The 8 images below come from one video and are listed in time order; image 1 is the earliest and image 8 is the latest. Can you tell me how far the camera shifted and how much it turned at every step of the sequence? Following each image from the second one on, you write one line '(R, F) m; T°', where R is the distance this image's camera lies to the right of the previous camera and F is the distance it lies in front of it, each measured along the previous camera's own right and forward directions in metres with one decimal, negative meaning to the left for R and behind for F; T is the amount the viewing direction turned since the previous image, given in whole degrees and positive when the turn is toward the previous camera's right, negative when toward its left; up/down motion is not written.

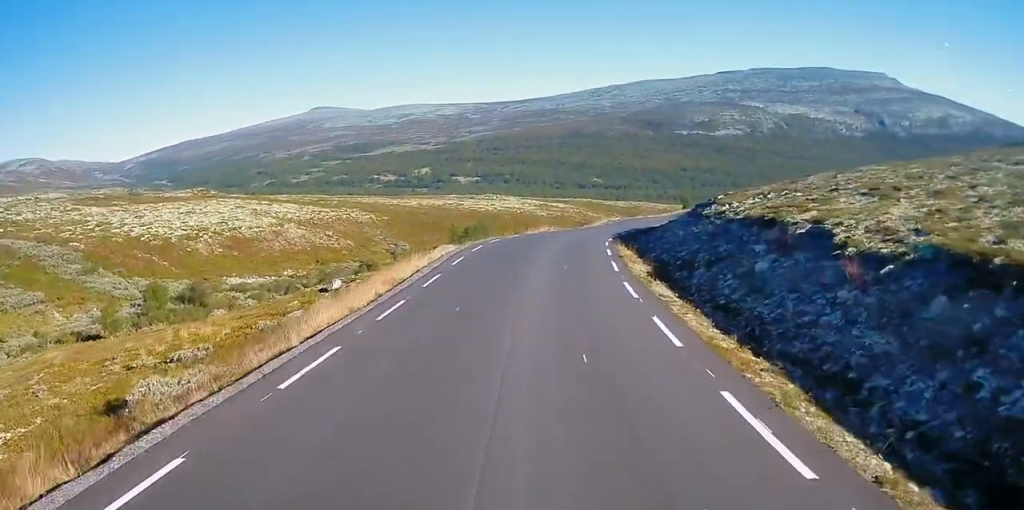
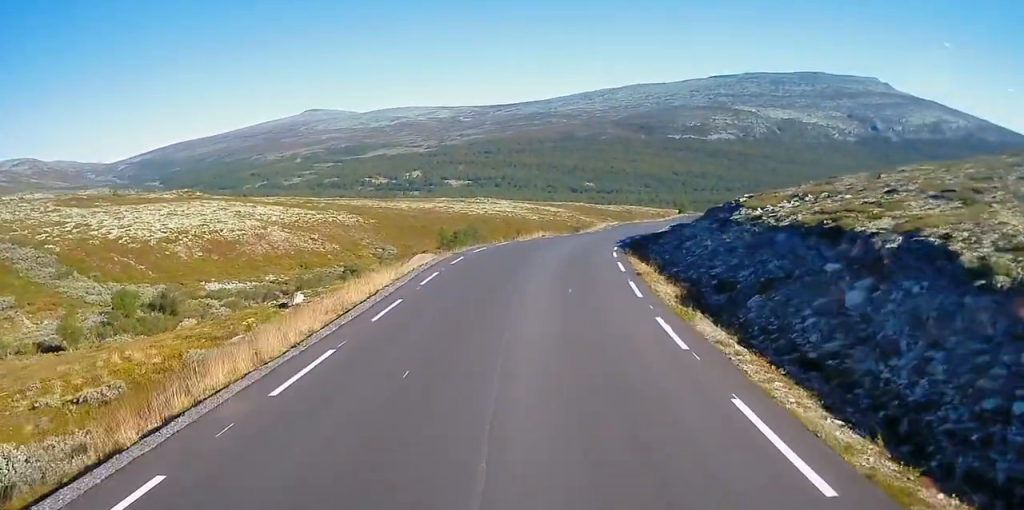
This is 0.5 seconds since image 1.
(+0.1, +6.4) m; 0°
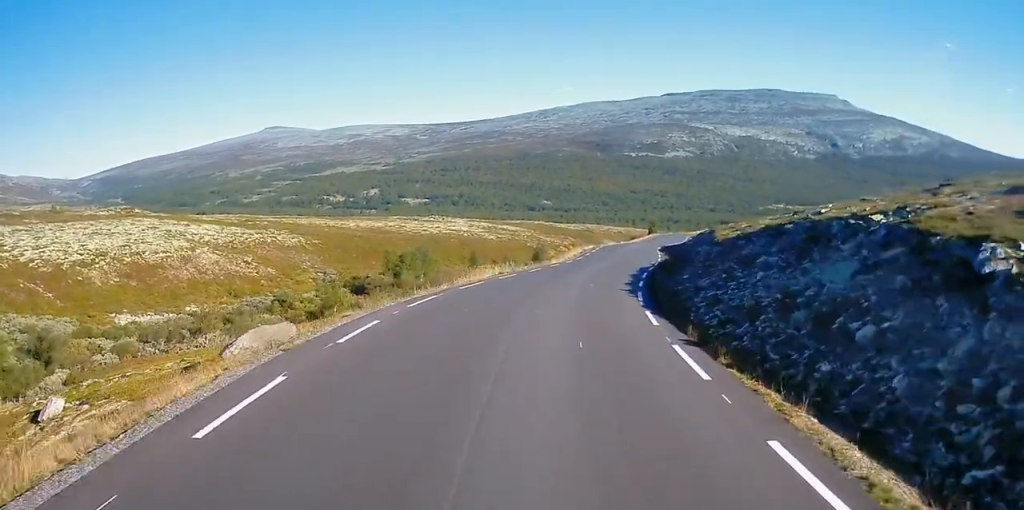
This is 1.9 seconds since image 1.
(+0.2, +19.3) m; +3°
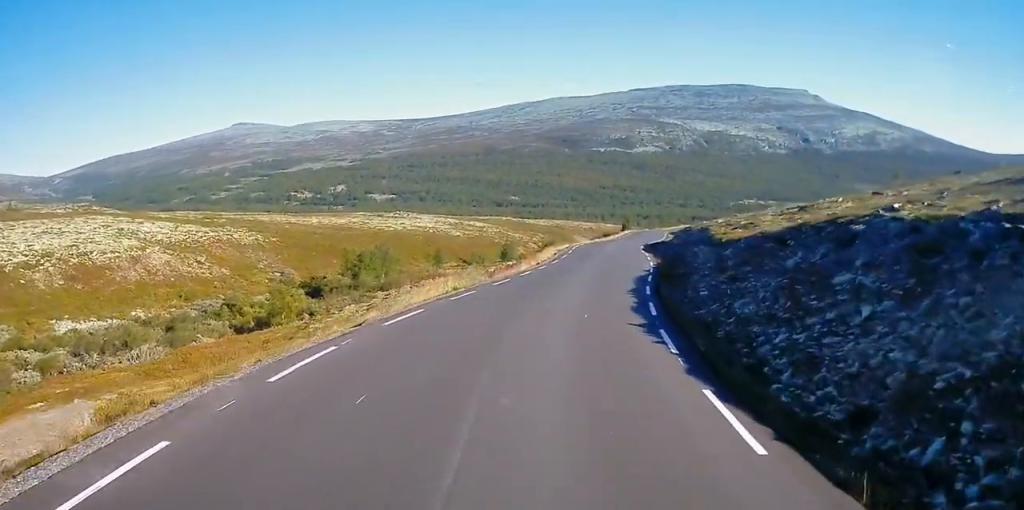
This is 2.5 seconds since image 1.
(+0.1, +9.1) m; +3°
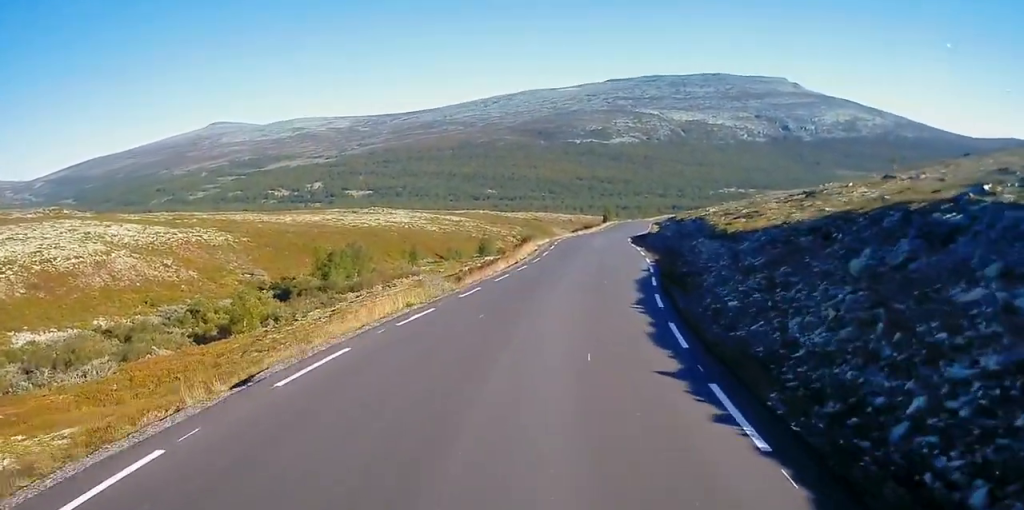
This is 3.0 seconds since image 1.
(+0.2, +6.1) m; +2°
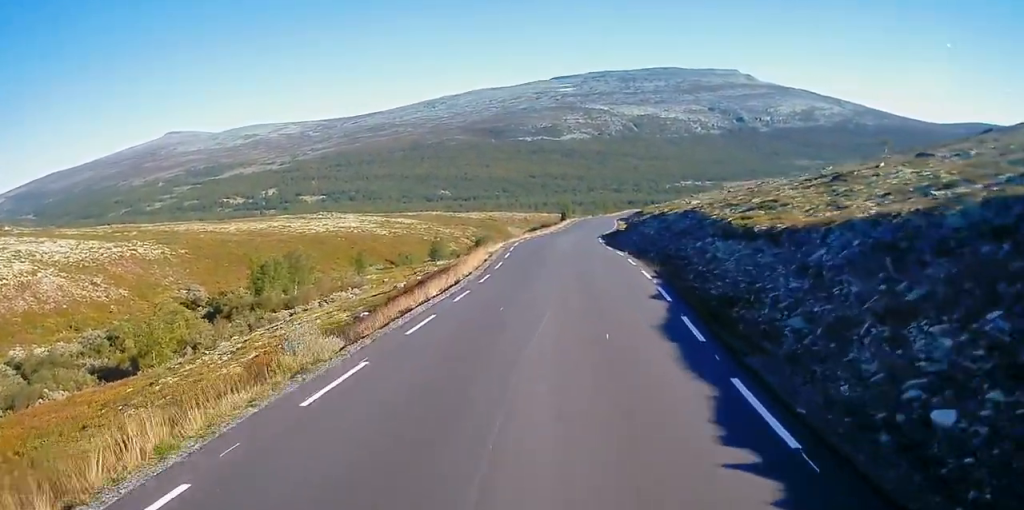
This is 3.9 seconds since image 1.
(+0.4, +12.4) m; +3°
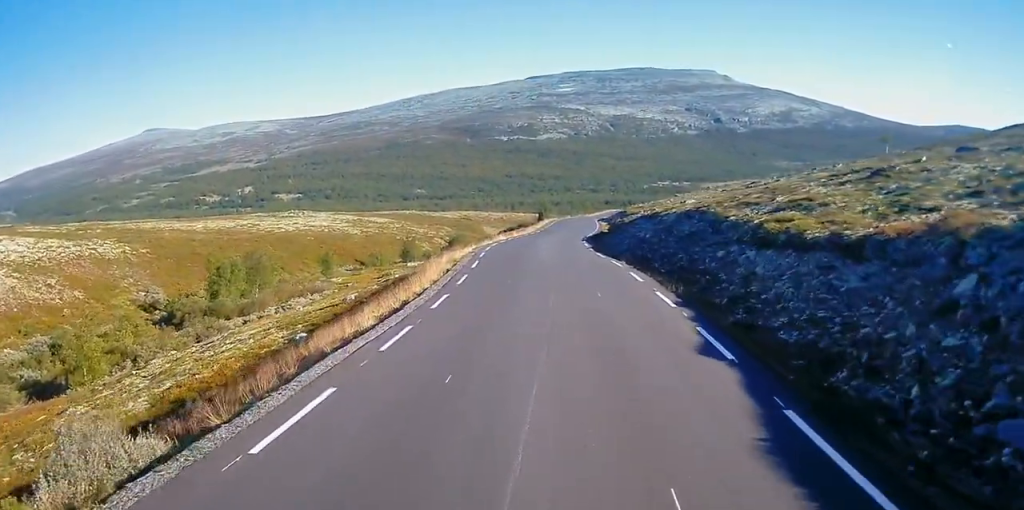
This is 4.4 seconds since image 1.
(0.0, +7.9) m; +1°
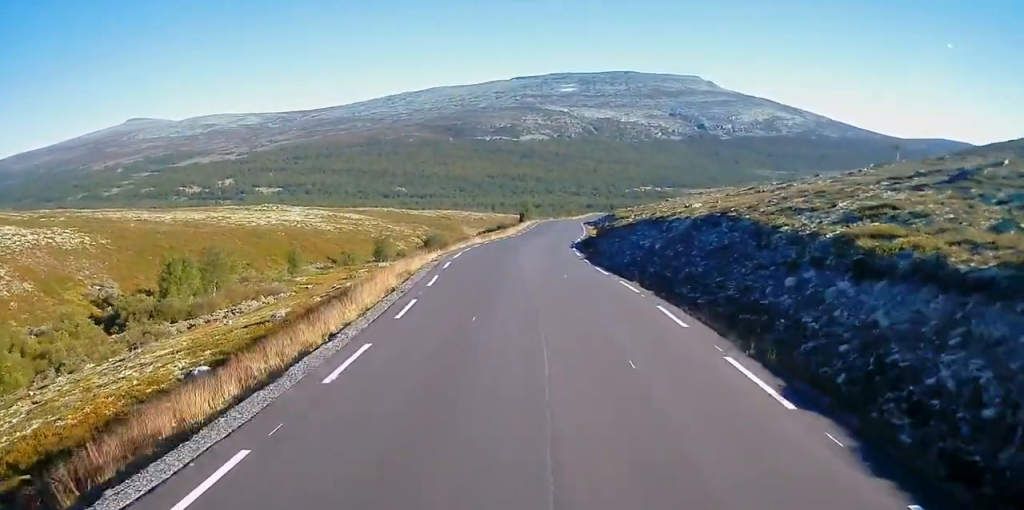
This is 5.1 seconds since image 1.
(+0.1, +9.1) m; +1°
